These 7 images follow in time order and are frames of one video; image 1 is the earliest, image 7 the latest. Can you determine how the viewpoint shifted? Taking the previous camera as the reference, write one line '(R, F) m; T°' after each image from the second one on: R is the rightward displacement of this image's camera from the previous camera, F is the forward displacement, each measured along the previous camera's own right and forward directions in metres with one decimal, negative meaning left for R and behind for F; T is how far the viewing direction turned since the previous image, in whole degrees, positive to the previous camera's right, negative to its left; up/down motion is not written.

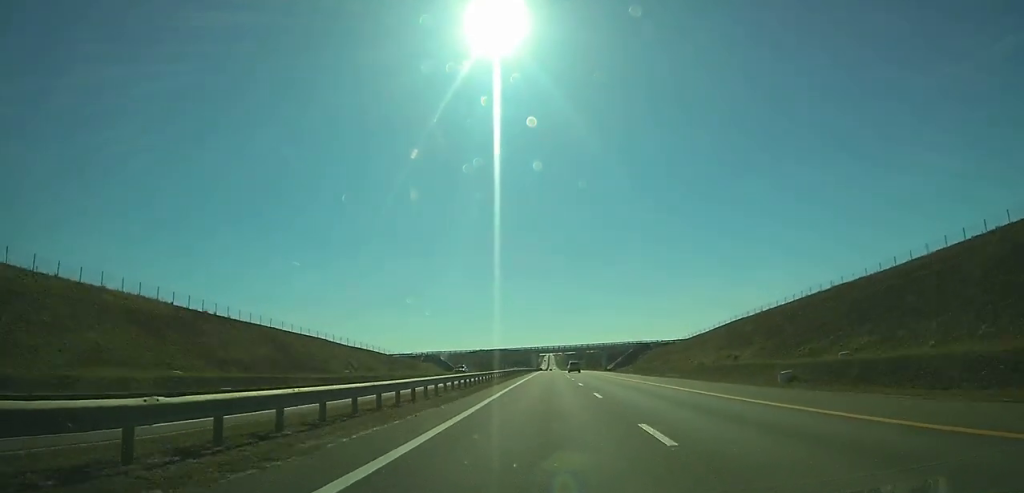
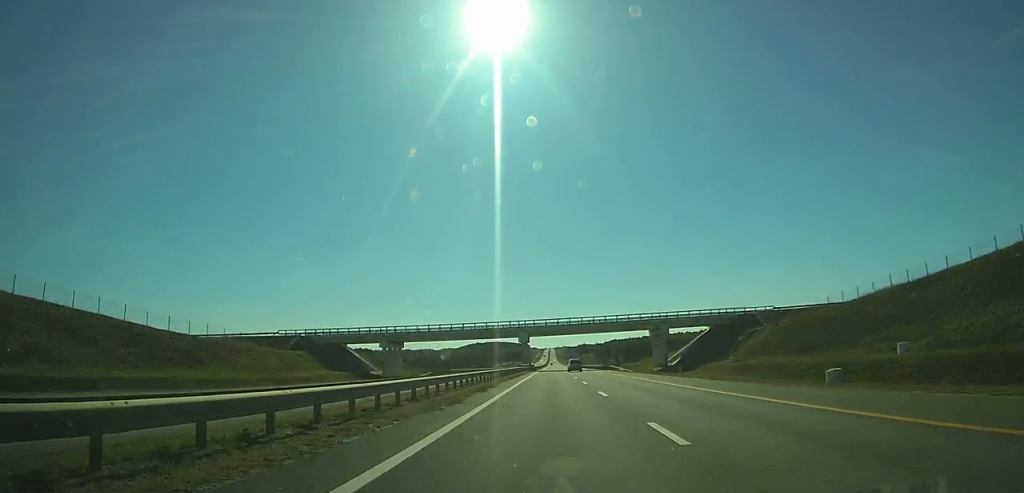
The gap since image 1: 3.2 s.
(-0.1, +109.0) m; 0°
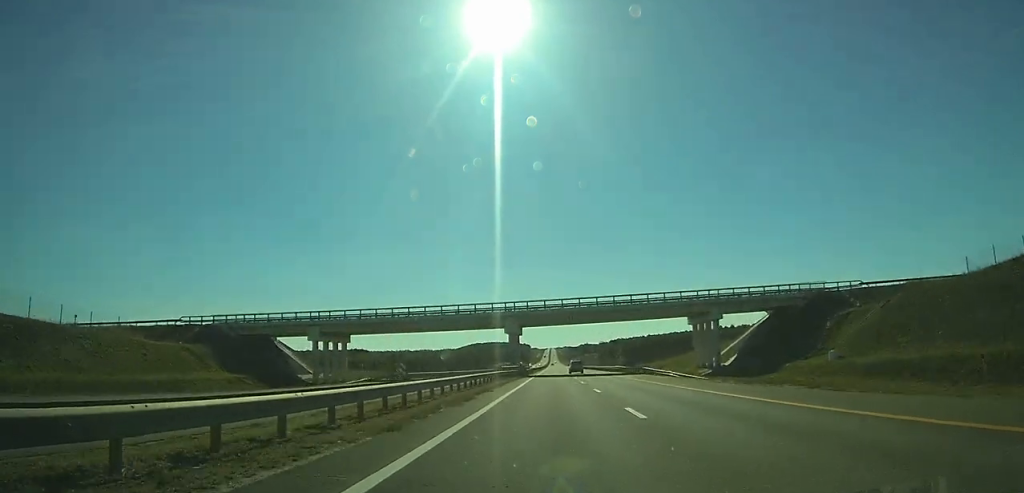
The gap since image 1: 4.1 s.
(0.0, +31.9) m; 0°
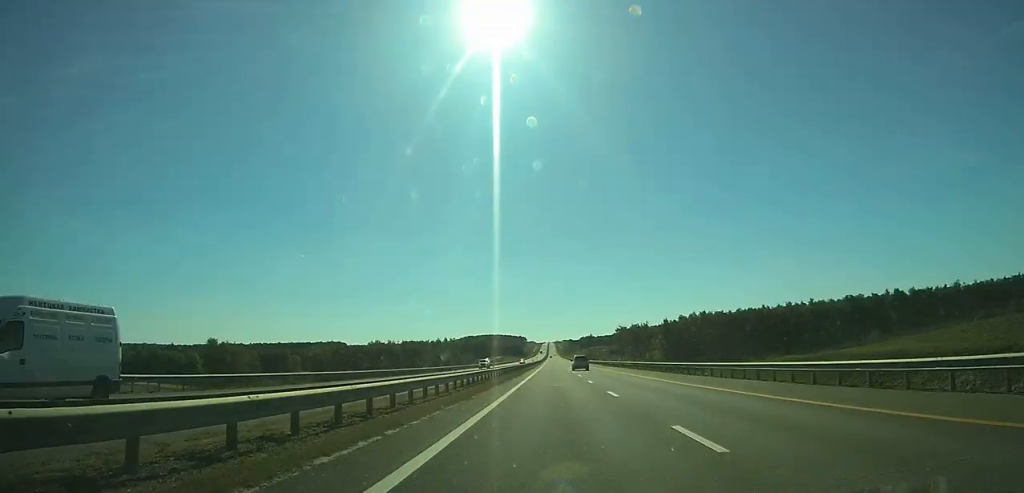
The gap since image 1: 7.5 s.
(-0.4, +114.3) m; 0°
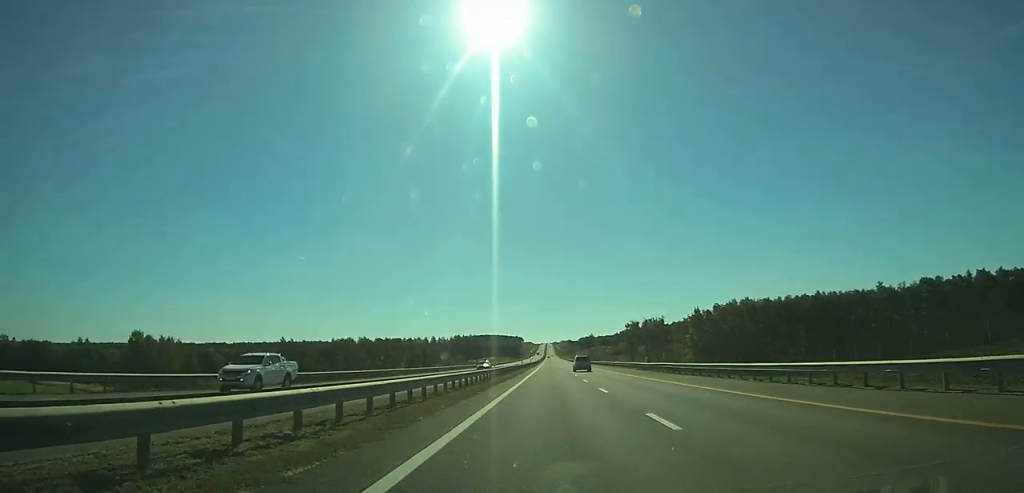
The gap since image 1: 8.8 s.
(+0.1, +45.8) m; 0°
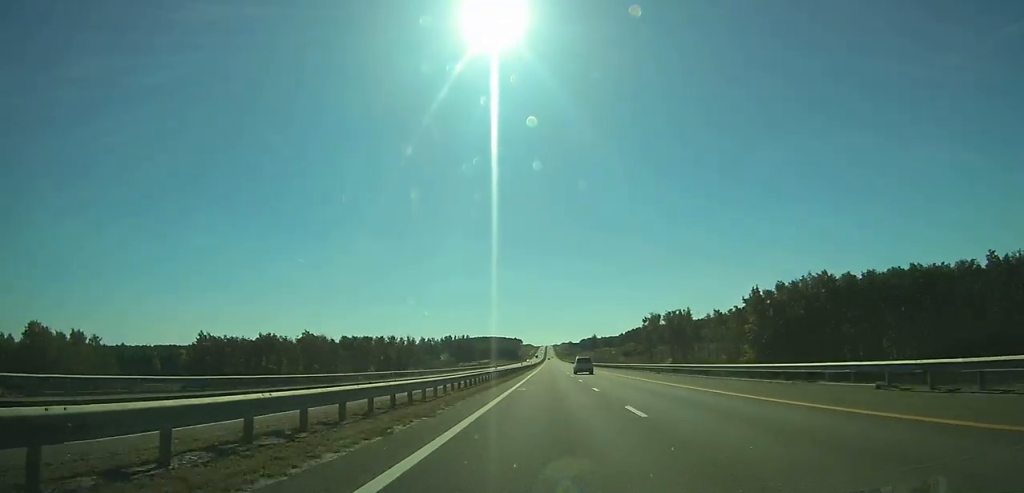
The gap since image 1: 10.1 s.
(+0.1, +45.7) m; 0°
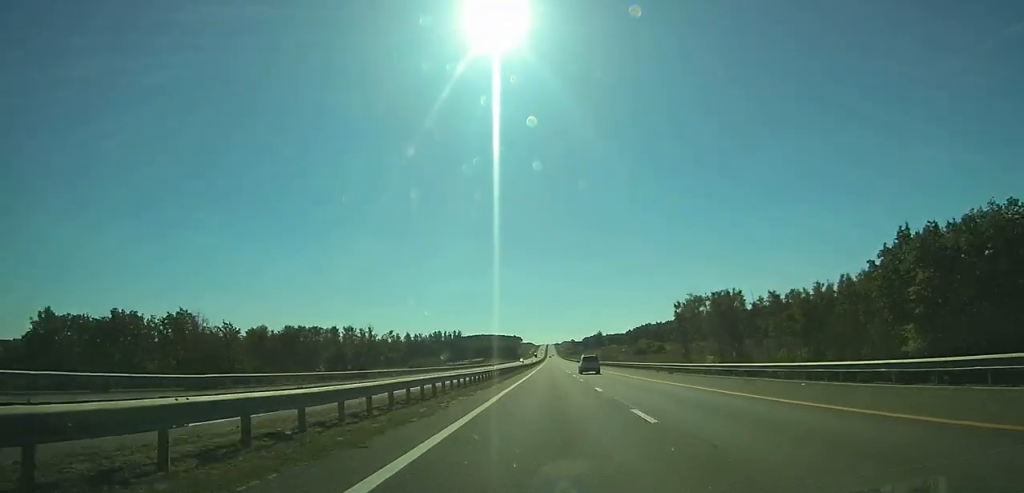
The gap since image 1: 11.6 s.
(+0.1, +50.2) m; 0°
